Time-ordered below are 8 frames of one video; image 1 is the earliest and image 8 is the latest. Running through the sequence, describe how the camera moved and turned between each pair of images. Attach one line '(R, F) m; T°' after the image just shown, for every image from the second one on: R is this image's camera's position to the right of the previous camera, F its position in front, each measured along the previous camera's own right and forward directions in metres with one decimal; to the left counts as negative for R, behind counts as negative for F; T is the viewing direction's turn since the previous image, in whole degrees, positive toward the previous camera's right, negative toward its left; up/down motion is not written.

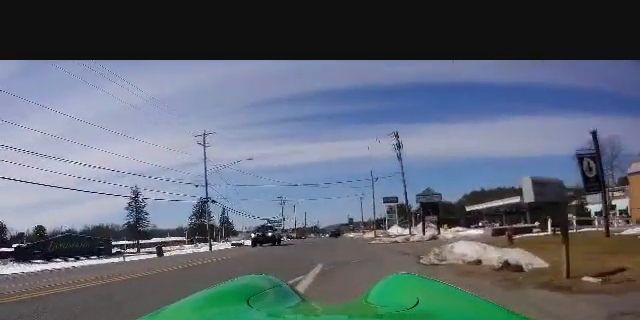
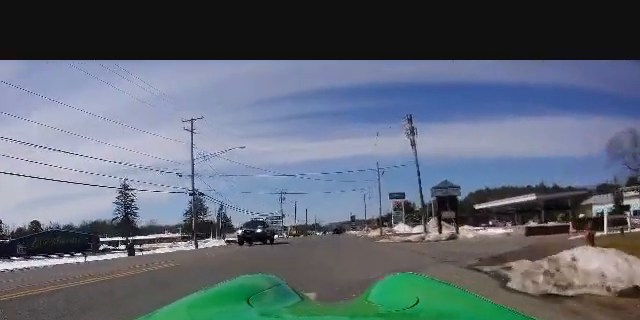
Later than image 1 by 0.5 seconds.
(0.0, +4.8) m; -1°
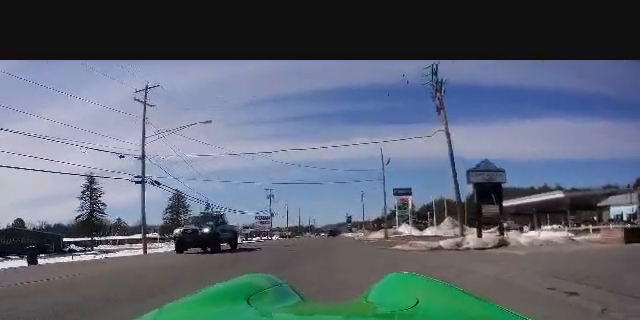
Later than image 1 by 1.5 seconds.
(-0.3, +9.4) m; -2°
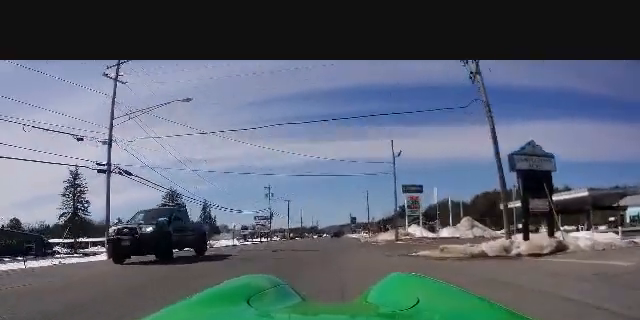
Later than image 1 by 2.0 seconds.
(0.0, +5.3) m; 0°
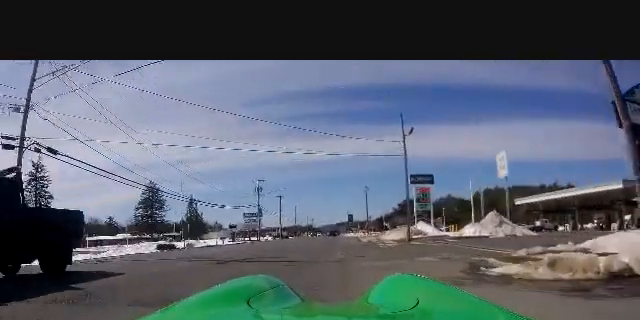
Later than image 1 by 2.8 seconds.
(0.0, +7.9) m; +1°
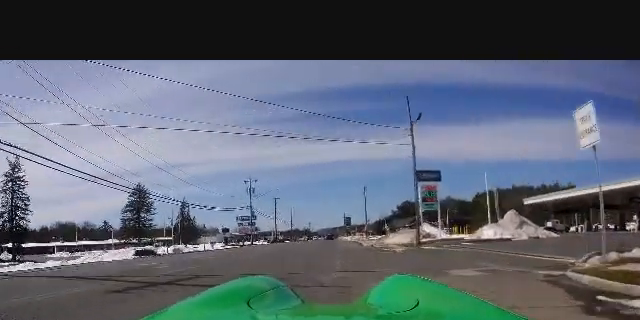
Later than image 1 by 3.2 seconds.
(-0.1, +4.3) m; +1°
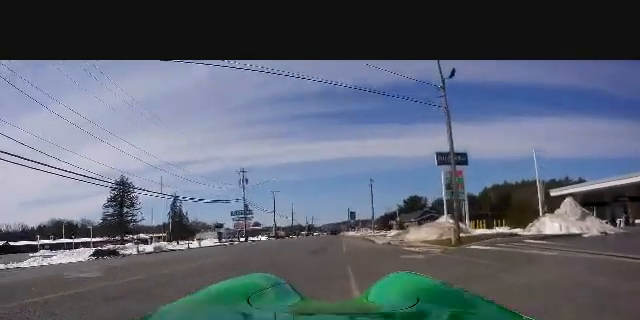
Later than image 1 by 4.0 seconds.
(+0.2, +7.6) m; 0°
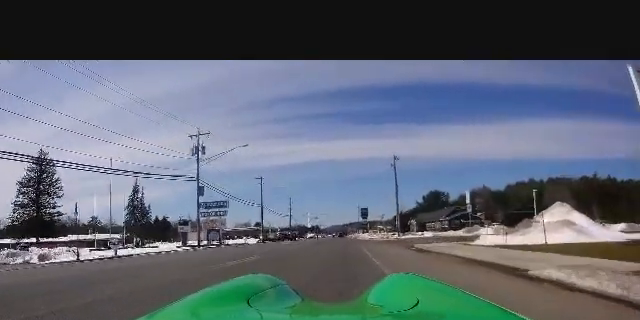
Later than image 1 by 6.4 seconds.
(-1.0, +23.1) m; -3°
